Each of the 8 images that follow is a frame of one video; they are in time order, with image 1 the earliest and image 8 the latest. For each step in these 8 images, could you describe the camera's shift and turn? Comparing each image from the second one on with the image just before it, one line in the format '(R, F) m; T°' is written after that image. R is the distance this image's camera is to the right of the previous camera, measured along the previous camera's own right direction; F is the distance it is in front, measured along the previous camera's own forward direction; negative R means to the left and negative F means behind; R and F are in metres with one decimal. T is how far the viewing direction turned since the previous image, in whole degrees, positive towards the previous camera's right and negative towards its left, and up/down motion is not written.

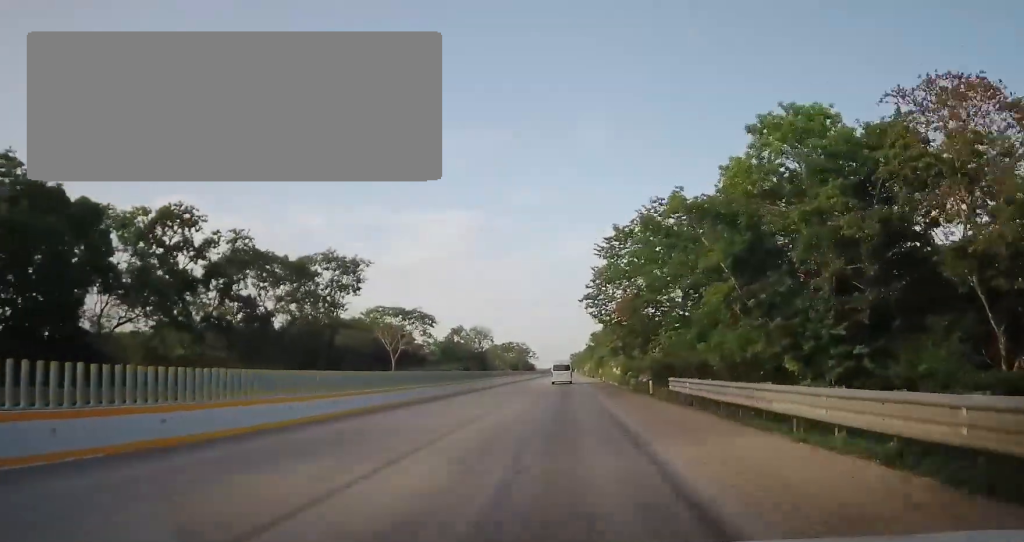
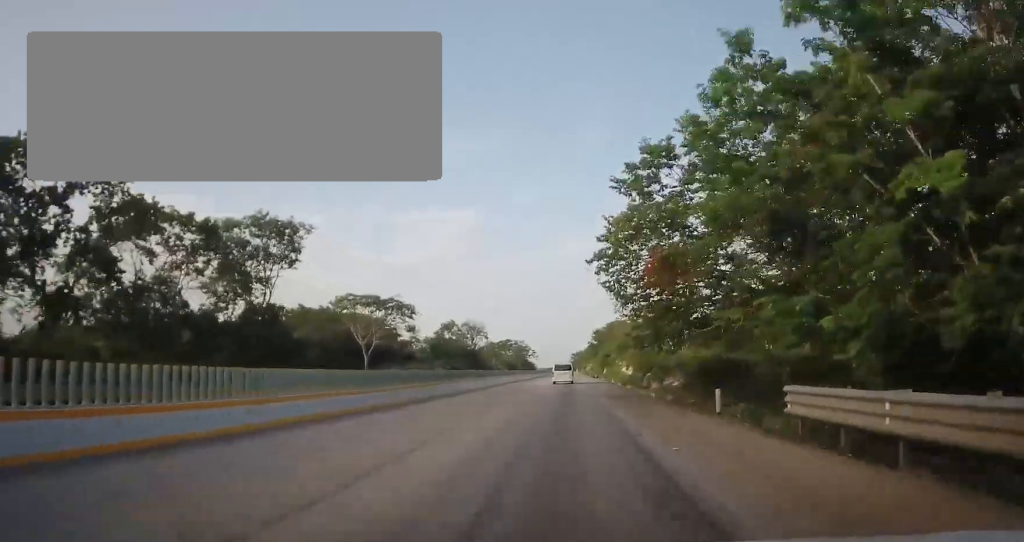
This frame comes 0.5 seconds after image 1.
(+0.1, +13.5) m; 0°
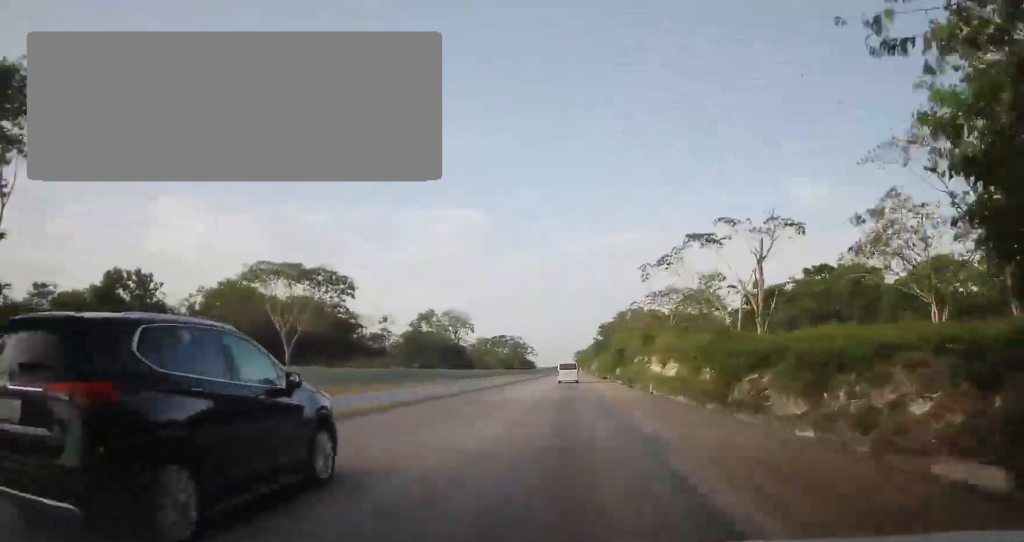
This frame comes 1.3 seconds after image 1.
(+0.4, +24.6) m; +1°
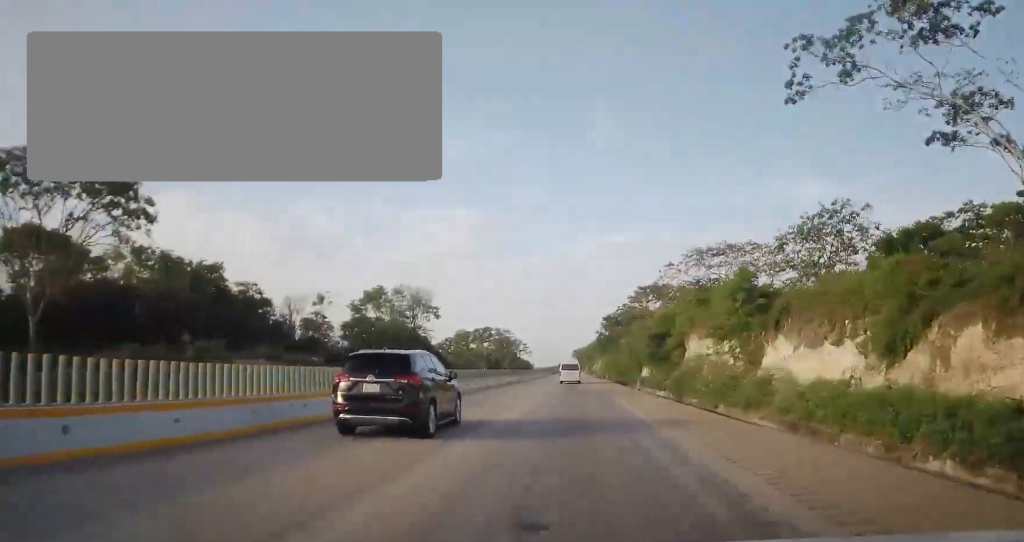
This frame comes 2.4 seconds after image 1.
(-0.2, +32.1) m; +1°
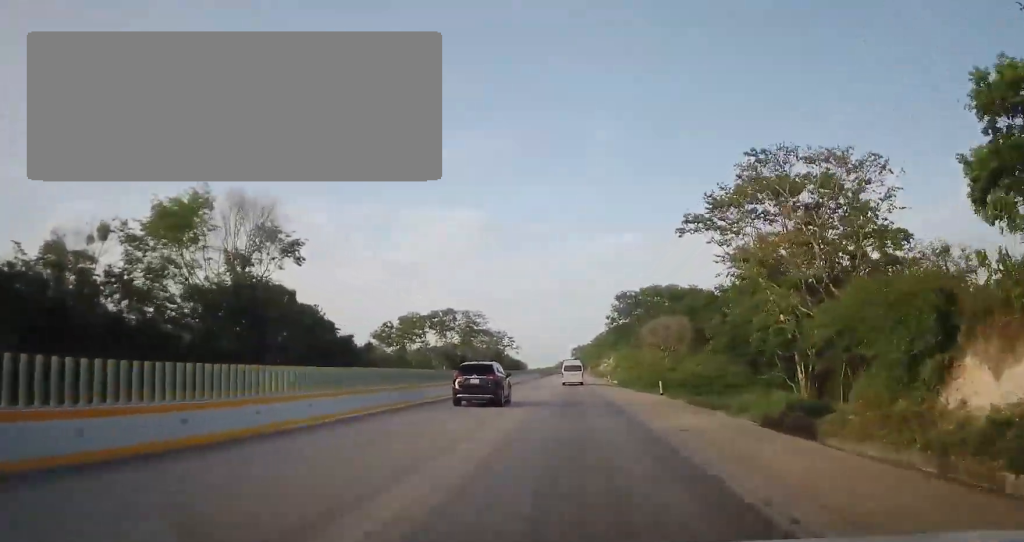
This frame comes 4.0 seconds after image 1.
(+1.4, +47.5) m; +1°
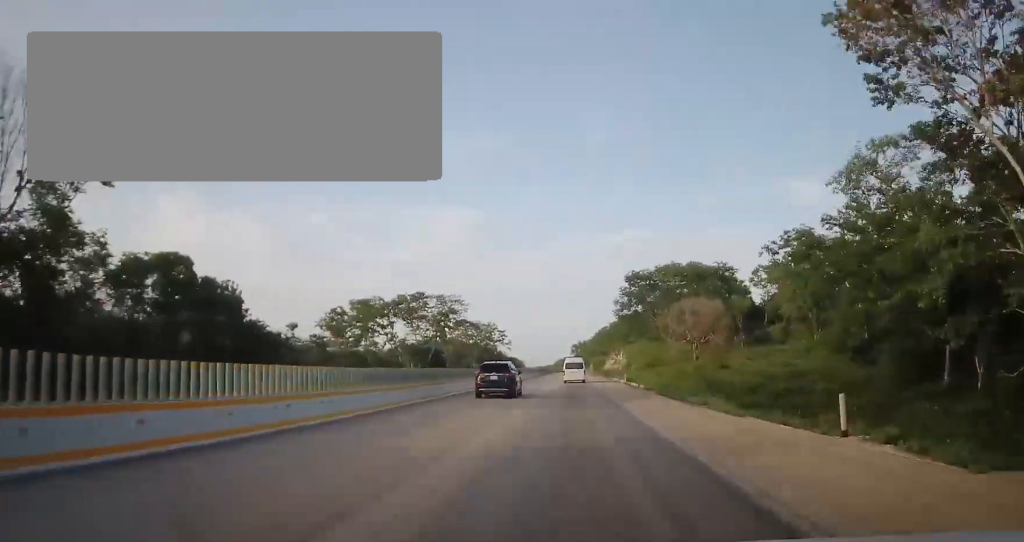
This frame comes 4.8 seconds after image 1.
(-0.6, +21.2) m; -1°
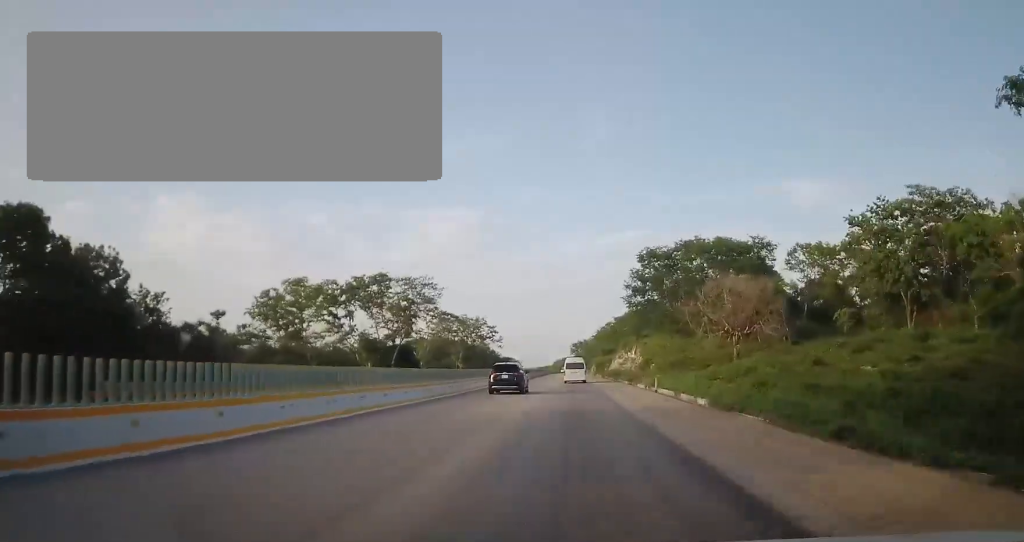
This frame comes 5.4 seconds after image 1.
(-0.3, +17.8) m; 0°
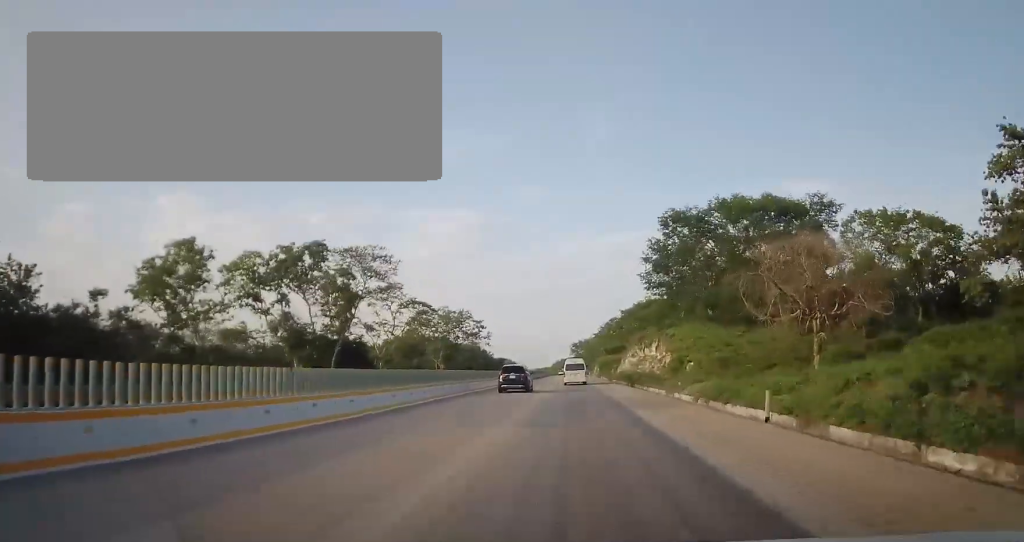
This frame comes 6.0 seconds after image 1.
(-0.2, +18.4) m; +1°
